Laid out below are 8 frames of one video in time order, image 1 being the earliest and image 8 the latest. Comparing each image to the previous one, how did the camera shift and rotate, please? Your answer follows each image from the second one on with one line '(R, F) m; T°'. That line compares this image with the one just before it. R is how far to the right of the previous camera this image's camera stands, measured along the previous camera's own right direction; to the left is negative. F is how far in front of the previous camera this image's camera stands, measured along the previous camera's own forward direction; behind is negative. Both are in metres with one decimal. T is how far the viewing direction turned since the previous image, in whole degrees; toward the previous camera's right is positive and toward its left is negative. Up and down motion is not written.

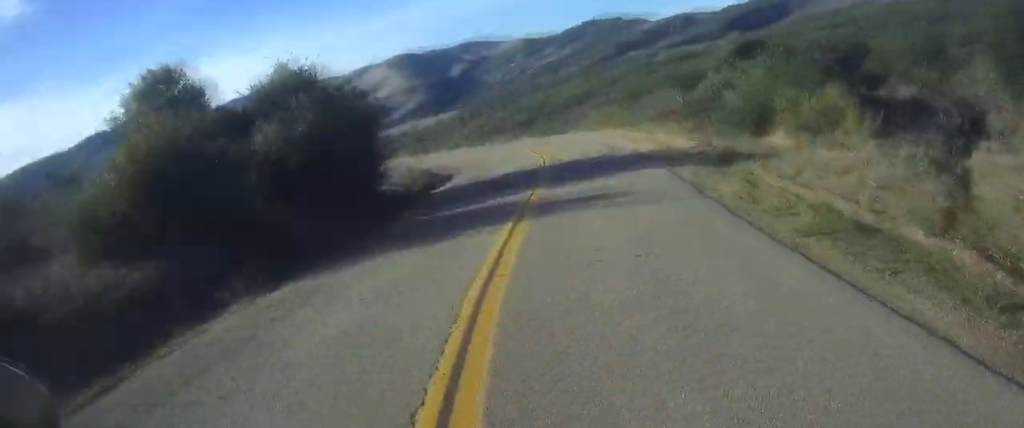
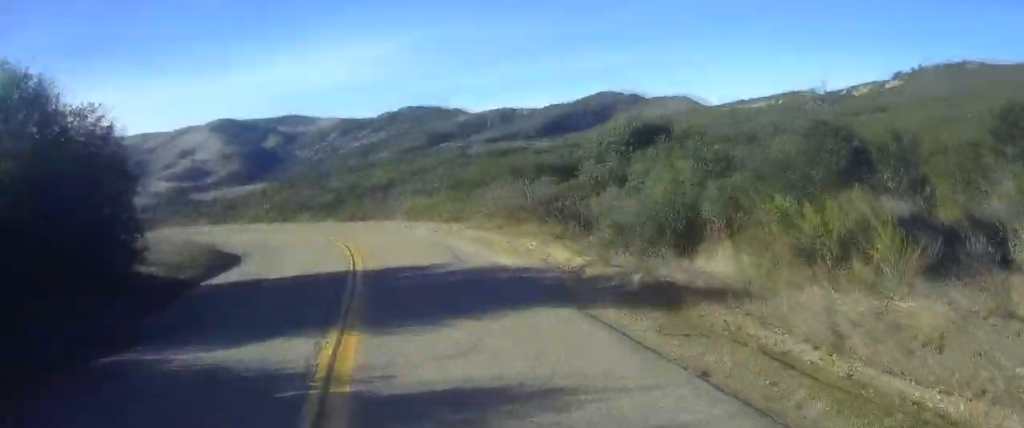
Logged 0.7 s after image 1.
(0.0, +6.8) m; +3°
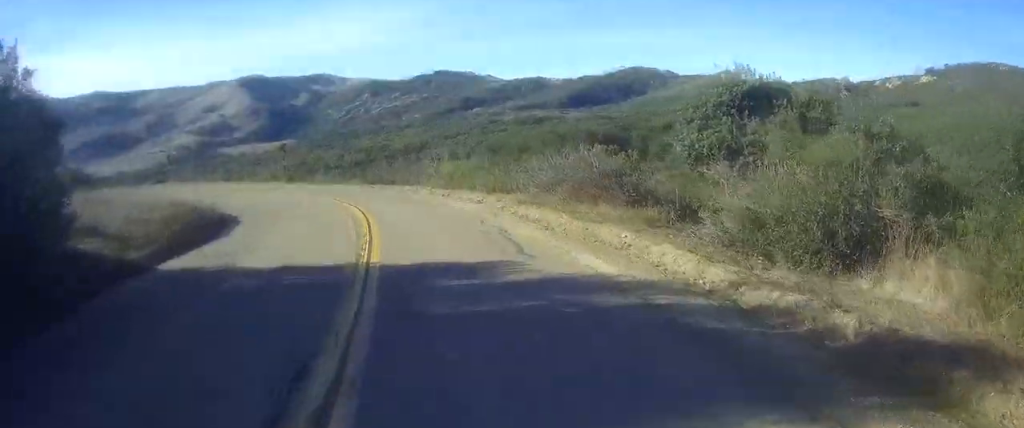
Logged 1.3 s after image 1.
(-0.1, +4.8) m; +3°
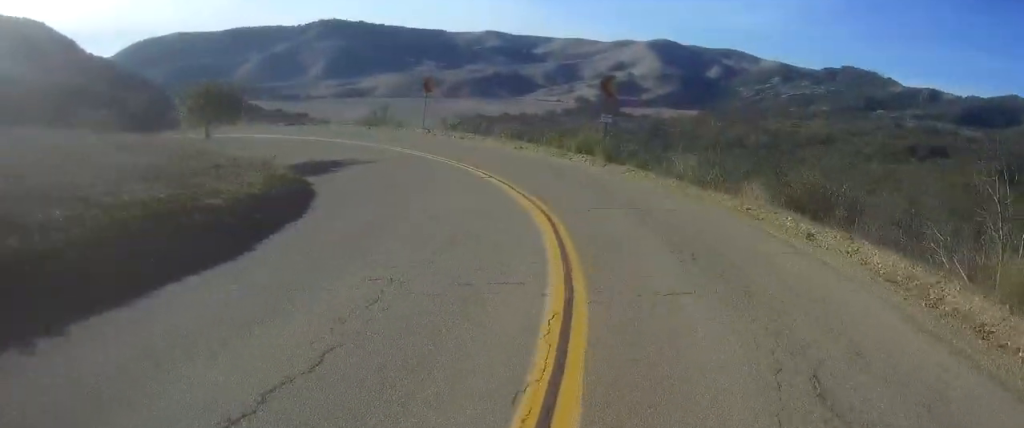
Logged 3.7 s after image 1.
(+1.5, +26.1) m; -6°
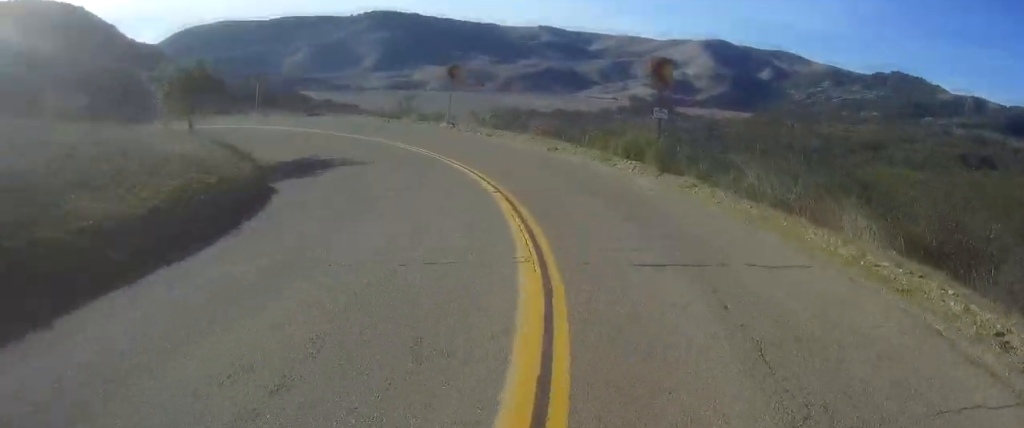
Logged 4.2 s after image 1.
(+0.5, +4.8) m; -7°
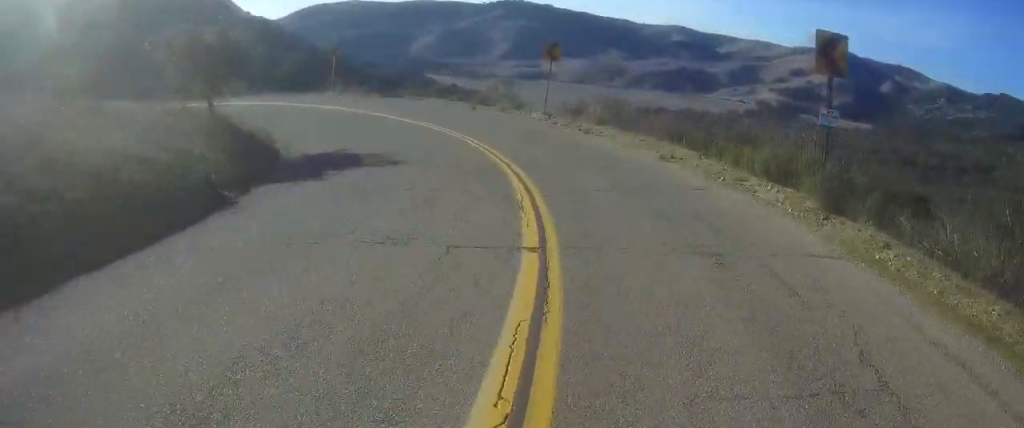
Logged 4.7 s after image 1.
(-1.2, +5.4) m; -10°
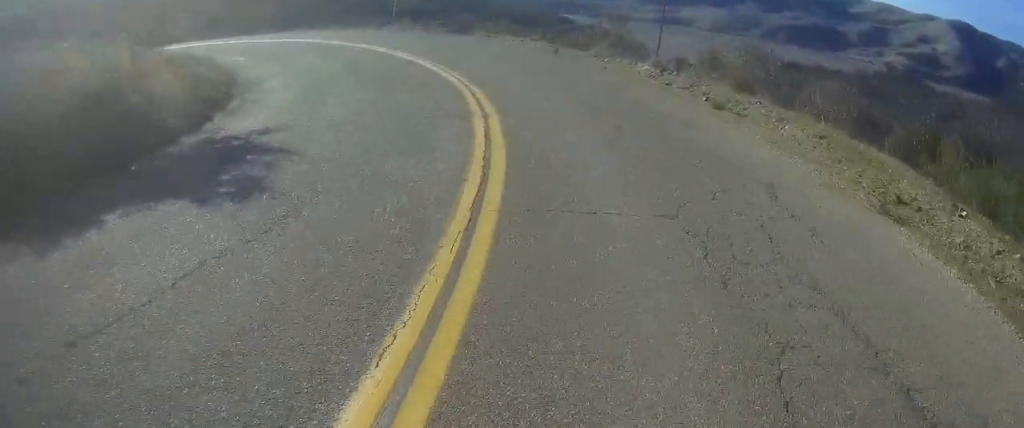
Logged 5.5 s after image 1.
(-1.3, +8.2) m; -11°
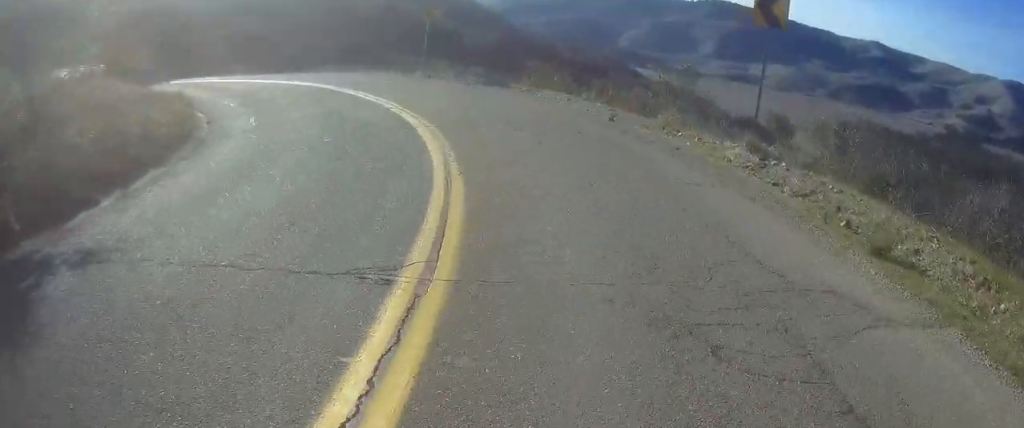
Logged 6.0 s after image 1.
(-0.2, +5.5) m; -2°
